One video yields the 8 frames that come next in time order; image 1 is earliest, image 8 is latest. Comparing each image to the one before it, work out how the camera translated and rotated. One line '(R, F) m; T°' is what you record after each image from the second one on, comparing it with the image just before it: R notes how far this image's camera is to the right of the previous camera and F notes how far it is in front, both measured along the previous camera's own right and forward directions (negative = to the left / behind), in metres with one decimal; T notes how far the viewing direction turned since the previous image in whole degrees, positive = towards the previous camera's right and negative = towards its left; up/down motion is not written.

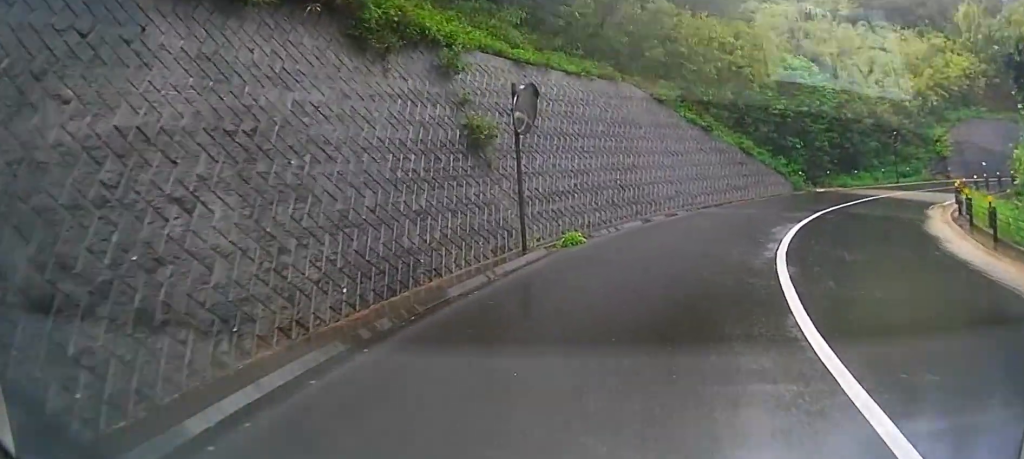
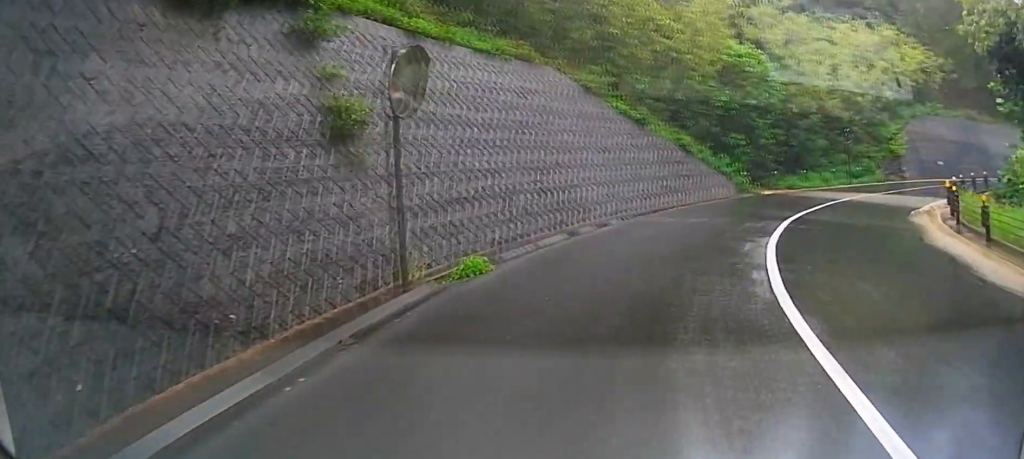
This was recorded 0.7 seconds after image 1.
(+0.9, +3.7) m; +10°
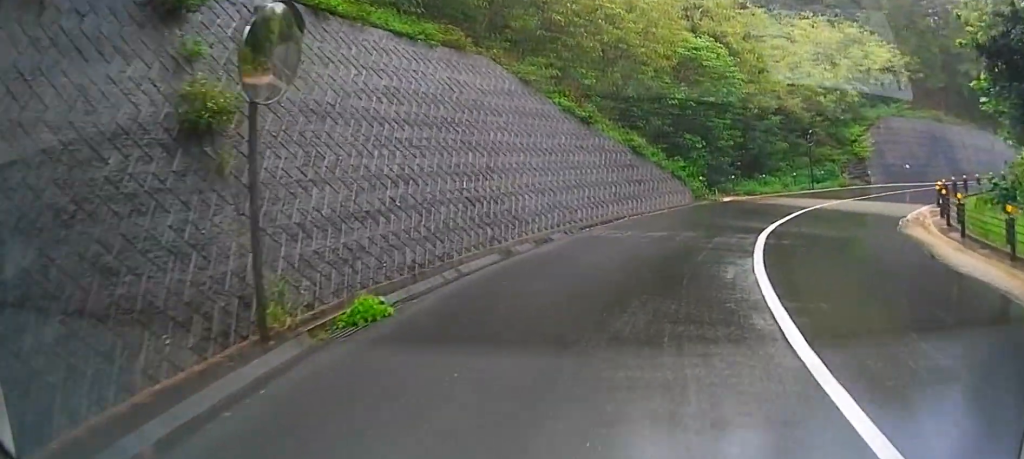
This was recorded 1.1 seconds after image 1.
(0.0, +2.5) m; +3°
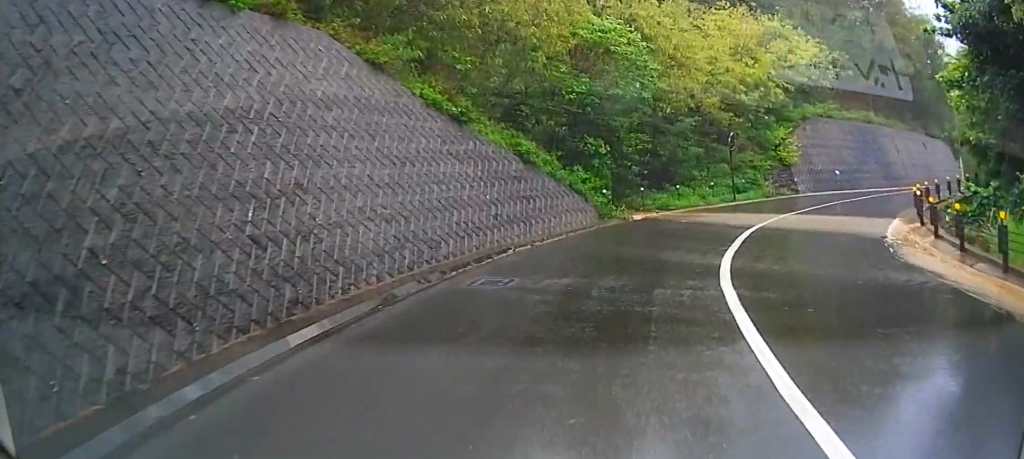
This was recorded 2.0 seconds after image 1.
(0.0, +5.2) m; +6°
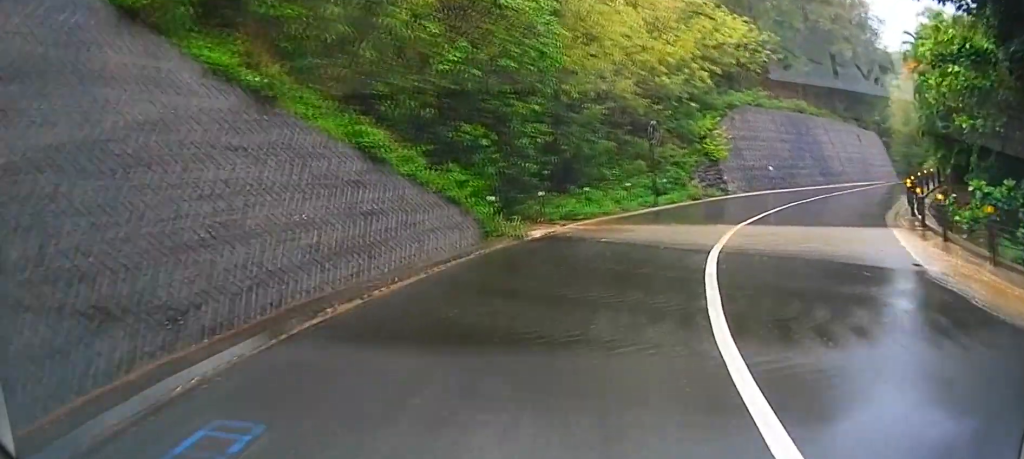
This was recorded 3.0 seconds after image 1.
(+0.7, +6.2) m; +11°
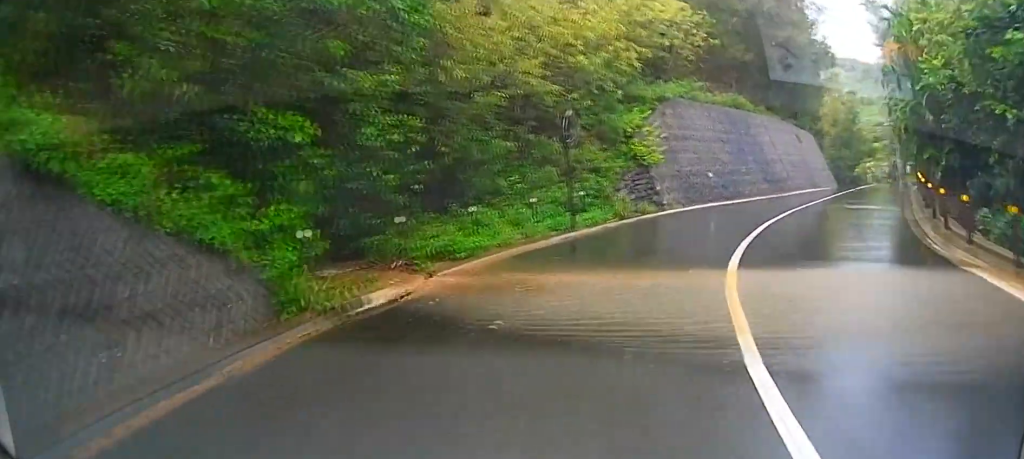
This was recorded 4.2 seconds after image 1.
(+0.7, +7.2) m; +15°
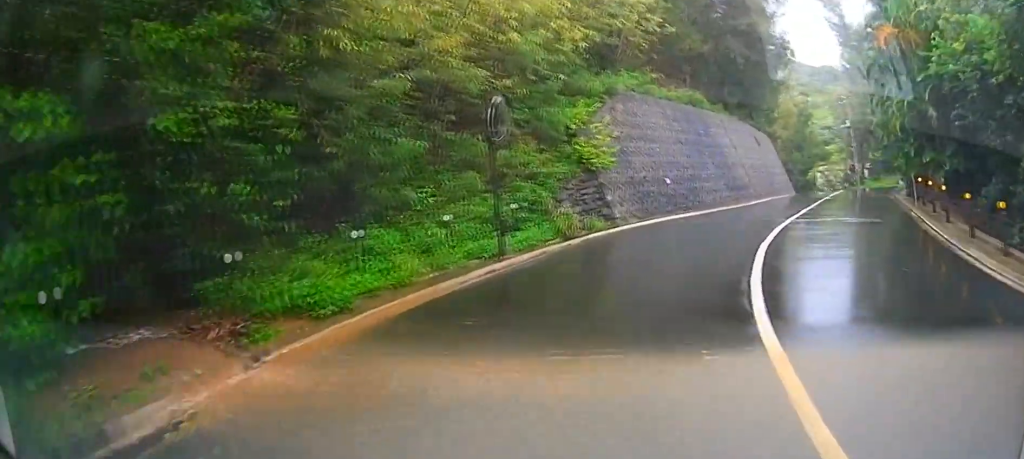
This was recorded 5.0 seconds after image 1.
(+0.4, +4.0) m; +13°
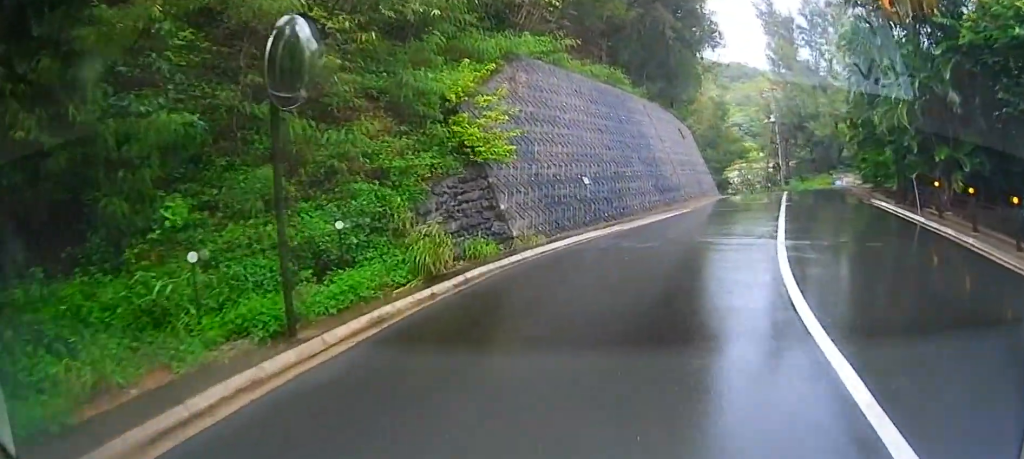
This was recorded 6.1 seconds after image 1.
(+0.8, +6.3) m; +9°
